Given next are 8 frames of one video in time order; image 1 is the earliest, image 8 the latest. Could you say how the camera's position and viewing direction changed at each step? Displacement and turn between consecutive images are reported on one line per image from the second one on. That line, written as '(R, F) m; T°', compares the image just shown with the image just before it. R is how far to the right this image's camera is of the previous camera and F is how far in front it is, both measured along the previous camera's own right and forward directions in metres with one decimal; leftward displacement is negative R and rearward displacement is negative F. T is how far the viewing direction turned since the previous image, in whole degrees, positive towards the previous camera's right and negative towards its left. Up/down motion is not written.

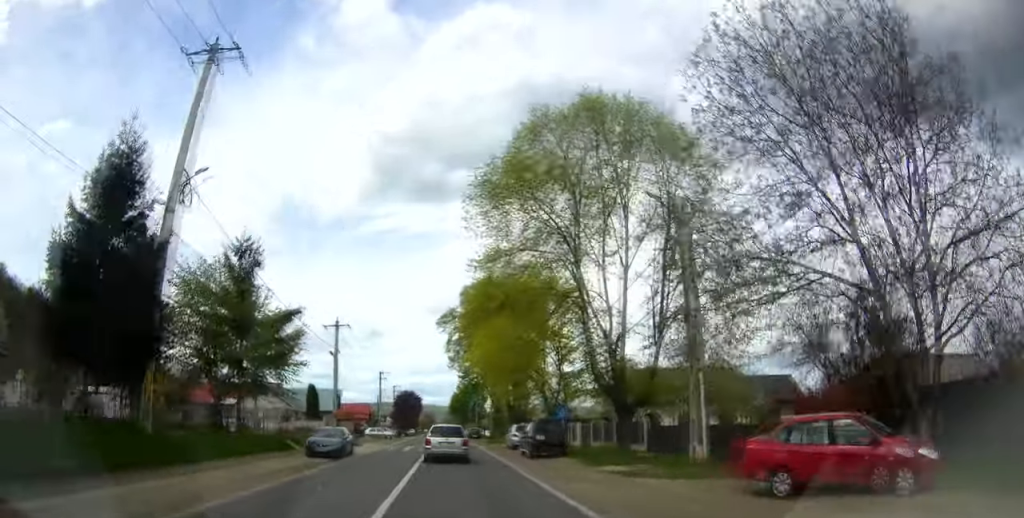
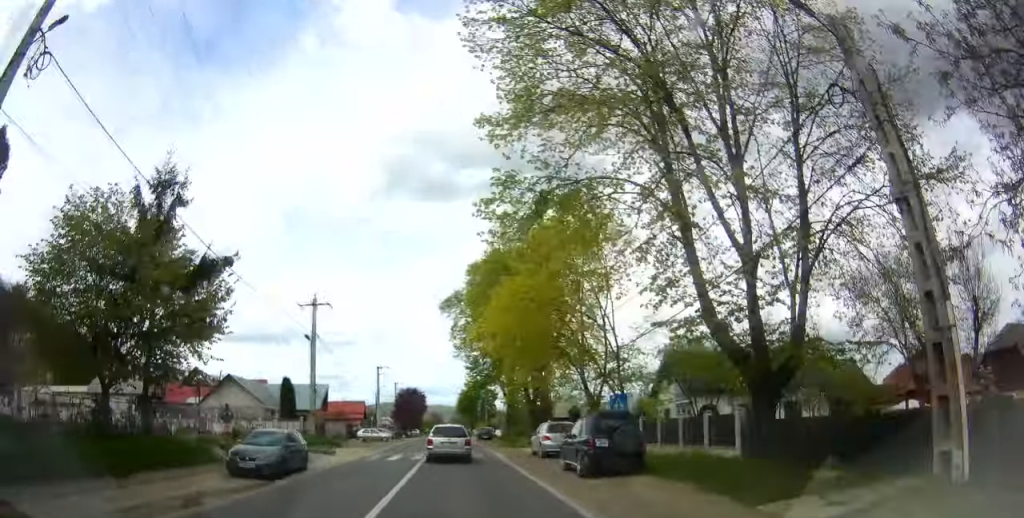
(-0.1, +10.2) m; -1°
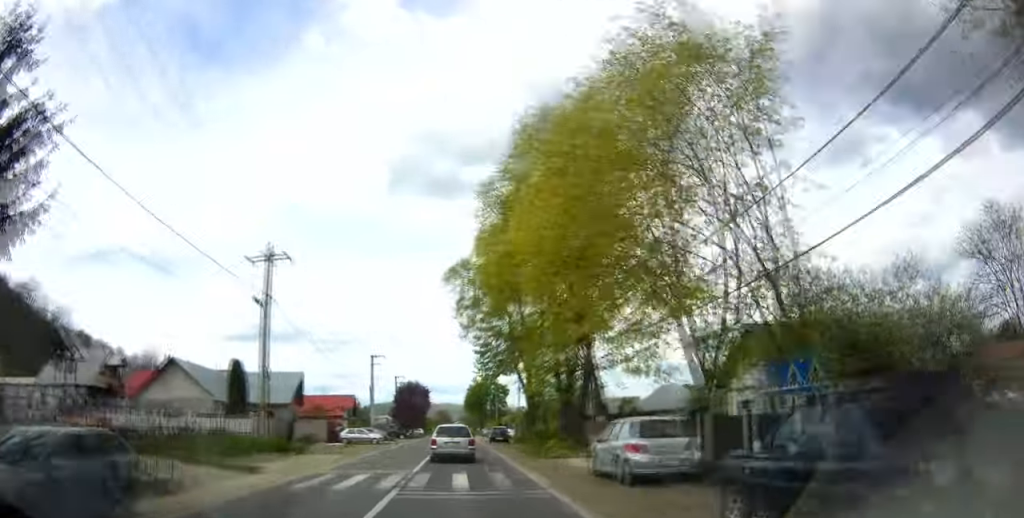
(0.0, +11.6) m; 0°
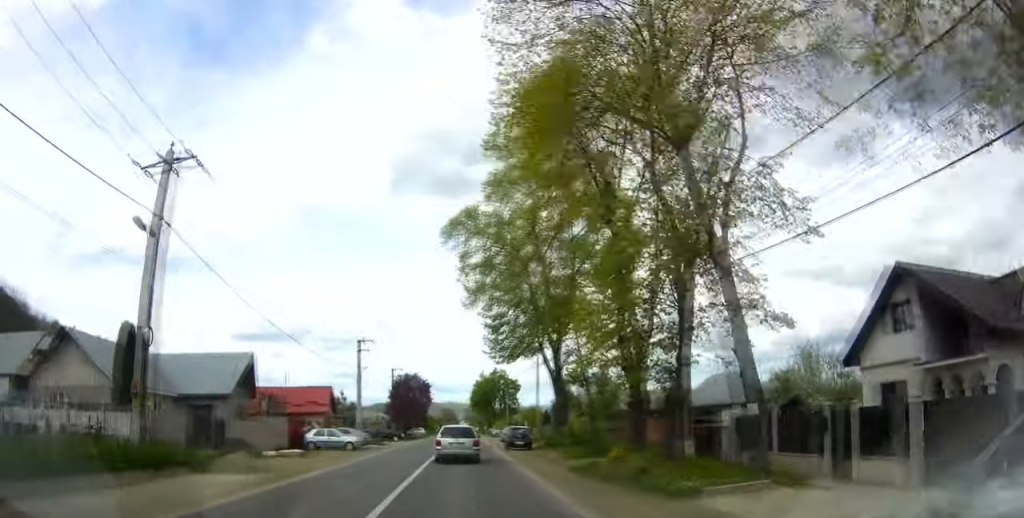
(0.0, +12.2) m; 0°
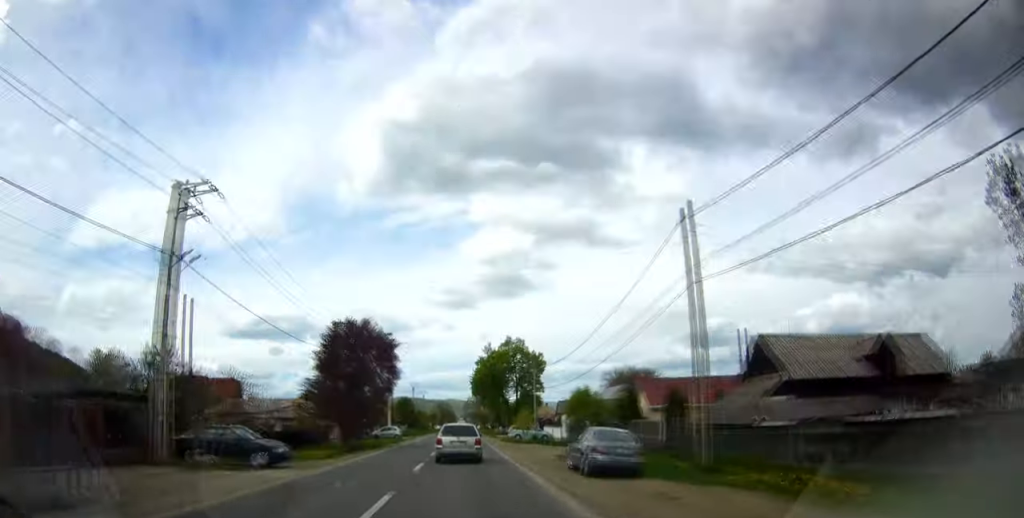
(-1.2, +38.0) m; -4°
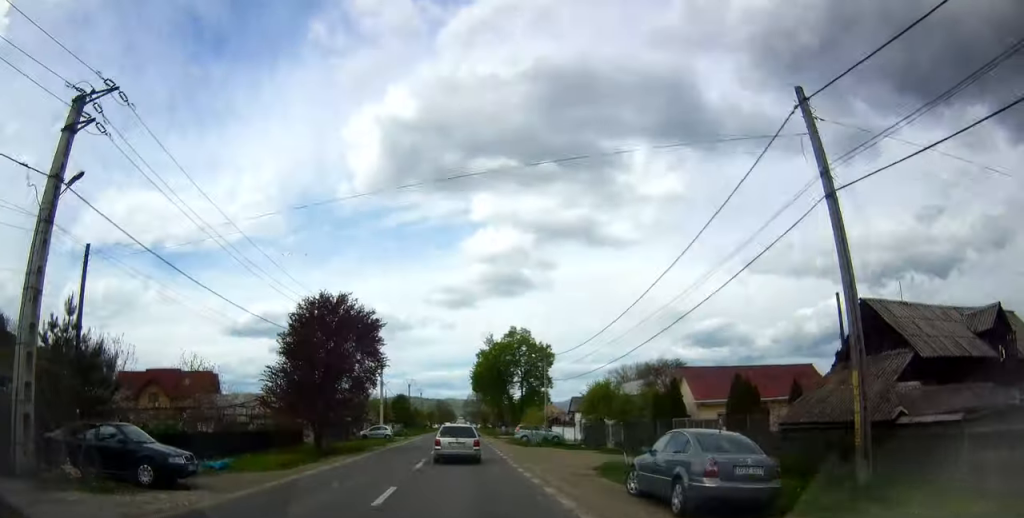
(0.0, +7.4) m; 0°
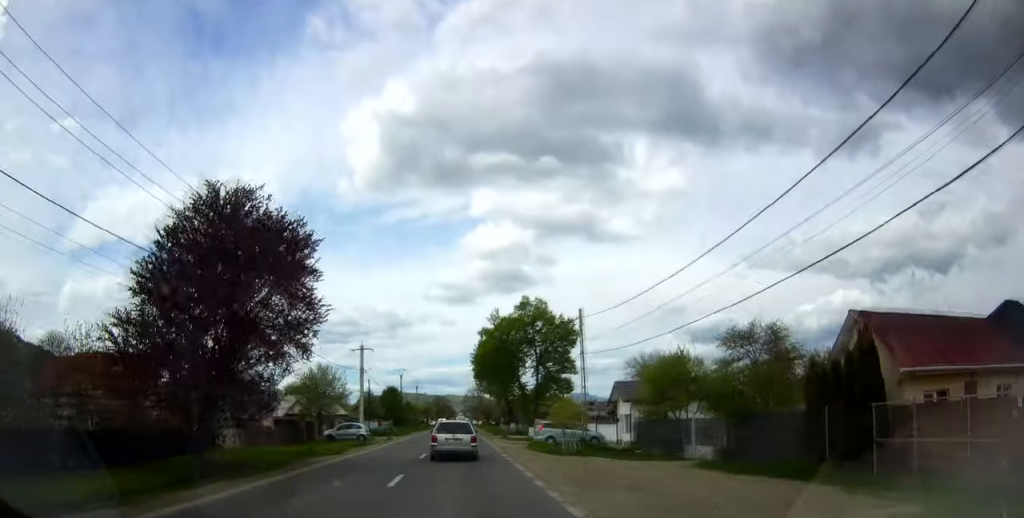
(+0.1, +15.1) m; 0°
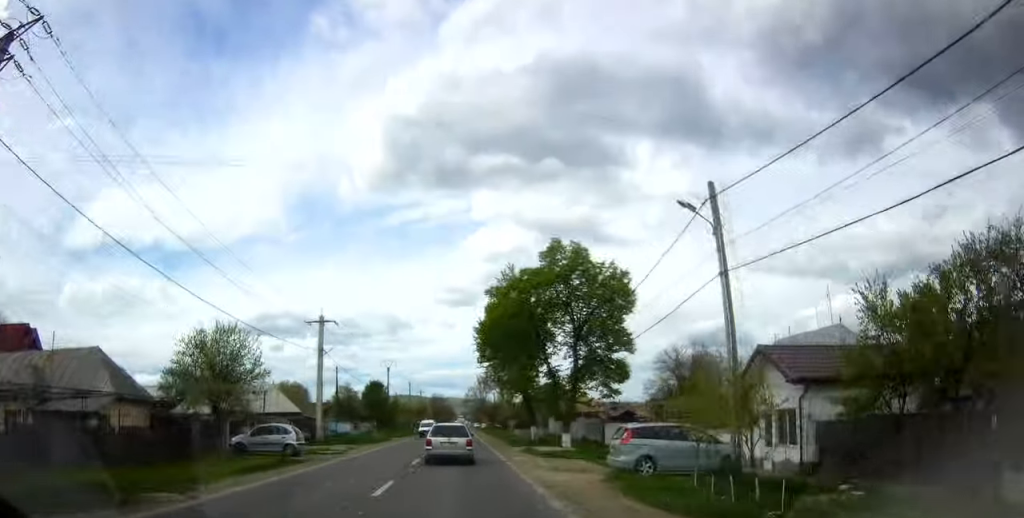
(-0.3, +19.3) m; -3°
